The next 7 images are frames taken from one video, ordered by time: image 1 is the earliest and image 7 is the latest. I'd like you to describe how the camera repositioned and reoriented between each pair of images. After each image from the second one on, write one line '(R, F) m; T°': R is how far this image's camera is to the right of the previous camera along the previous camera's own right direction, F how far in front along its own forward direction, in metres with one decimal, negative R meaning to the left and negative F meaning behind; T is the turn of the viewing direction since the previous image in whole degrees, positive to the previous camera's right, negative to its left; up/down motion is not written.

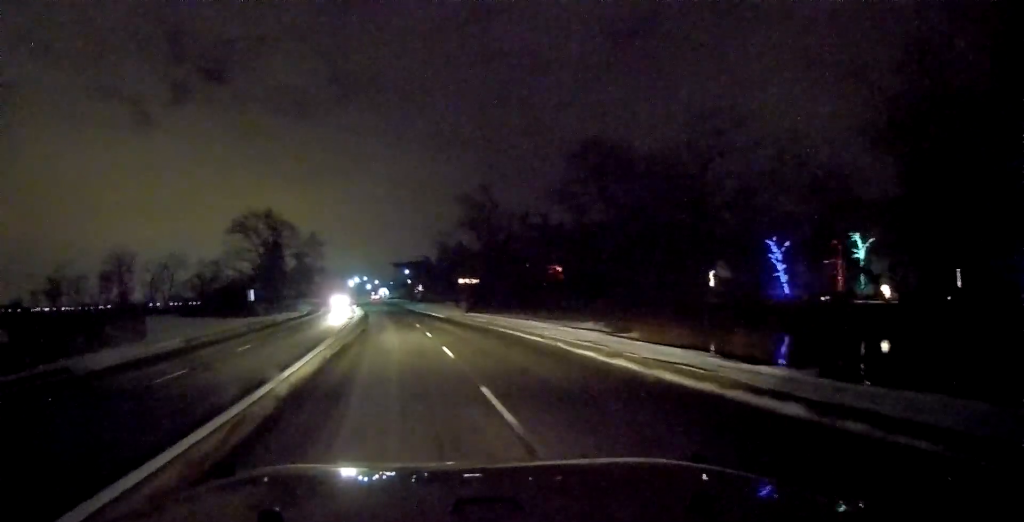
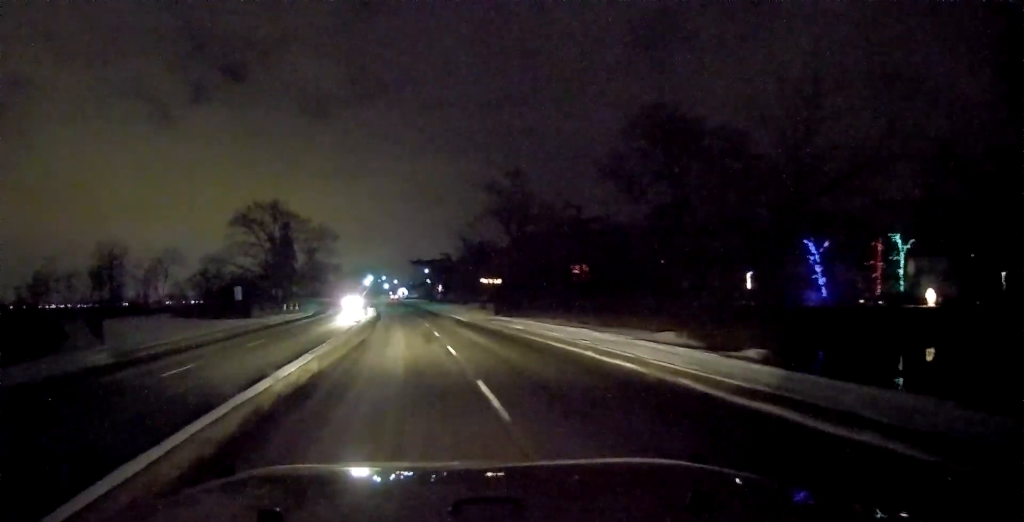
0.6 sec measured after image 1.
(+0.2, +7.7) m; -3°
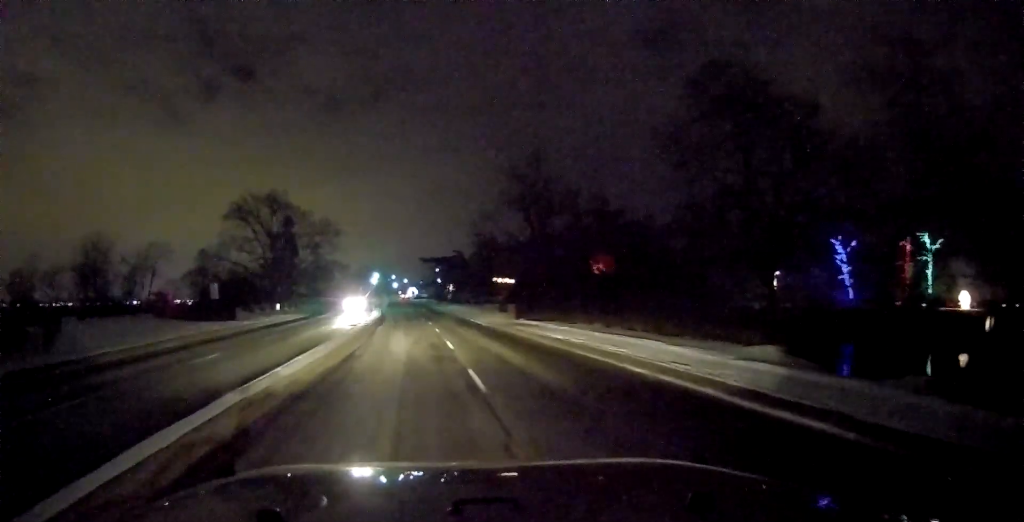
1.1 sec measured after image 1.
(-0.4, +6.4) m; -2°
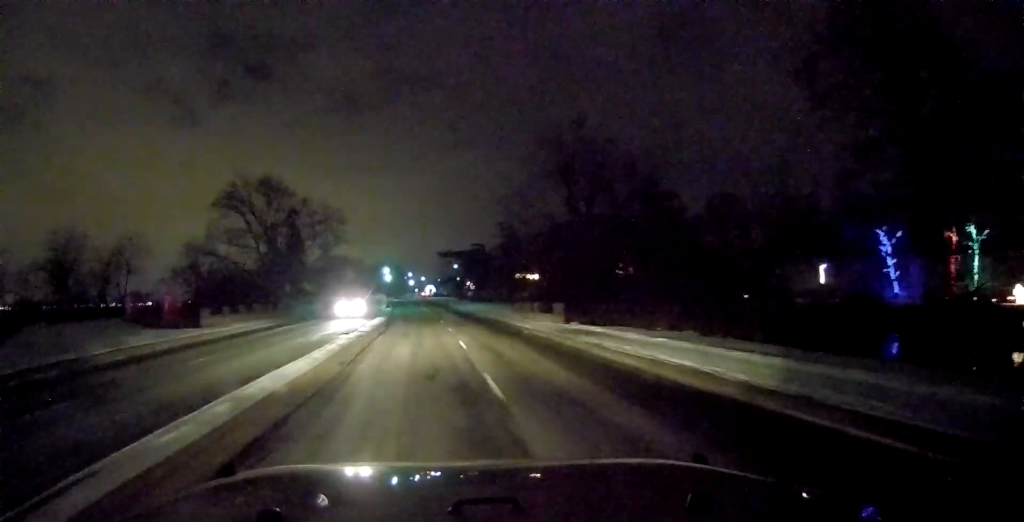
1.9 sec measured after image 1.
(-0.4, +9.8) m; -2°
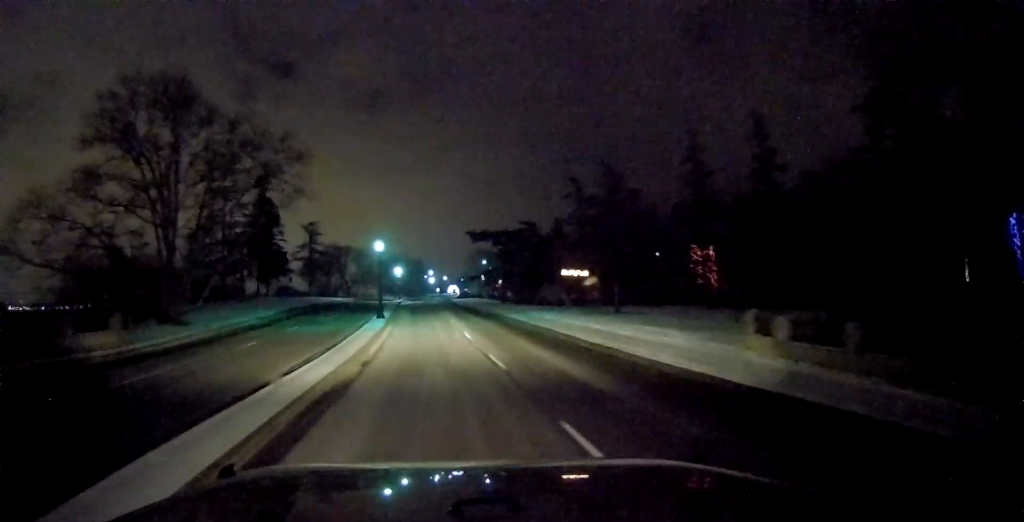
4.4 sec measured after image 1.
(+0.1, +31.8) m; 0°
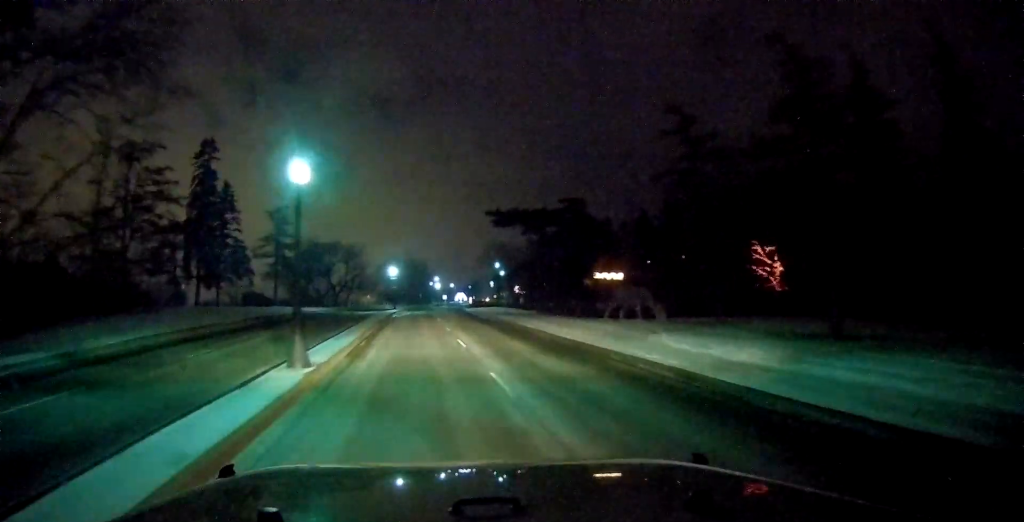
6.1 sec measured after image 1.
(-0.1, +21.3) m; 0°
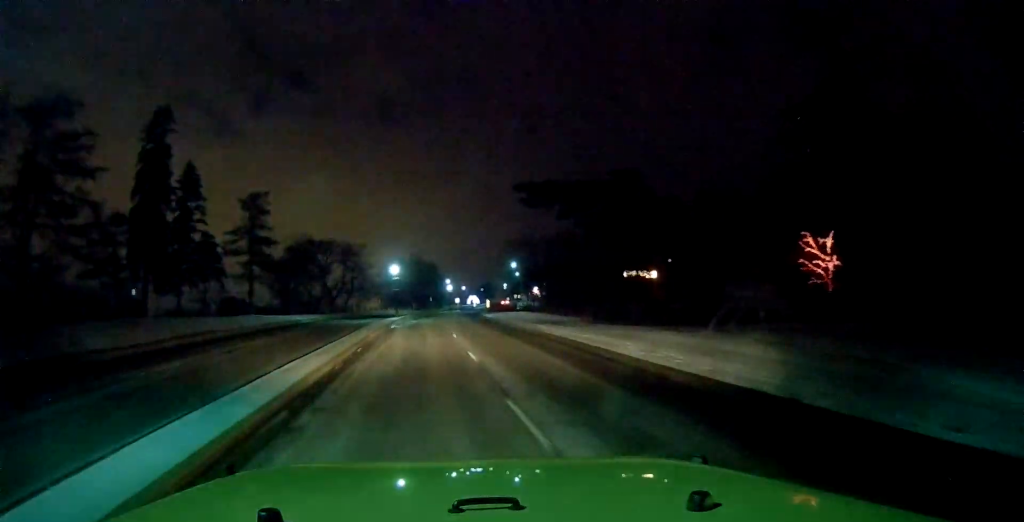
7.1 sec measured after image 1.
(-0.1, +12.0) m; -2°
